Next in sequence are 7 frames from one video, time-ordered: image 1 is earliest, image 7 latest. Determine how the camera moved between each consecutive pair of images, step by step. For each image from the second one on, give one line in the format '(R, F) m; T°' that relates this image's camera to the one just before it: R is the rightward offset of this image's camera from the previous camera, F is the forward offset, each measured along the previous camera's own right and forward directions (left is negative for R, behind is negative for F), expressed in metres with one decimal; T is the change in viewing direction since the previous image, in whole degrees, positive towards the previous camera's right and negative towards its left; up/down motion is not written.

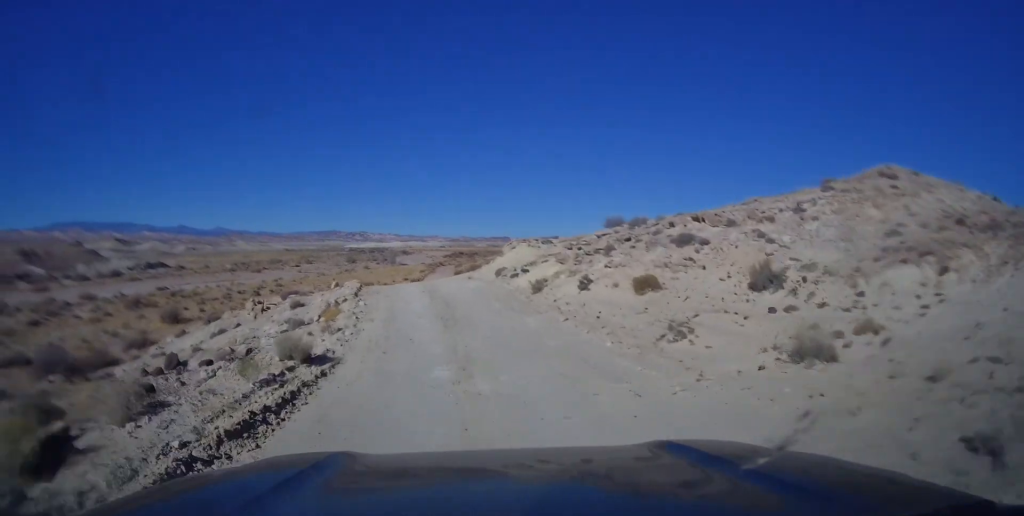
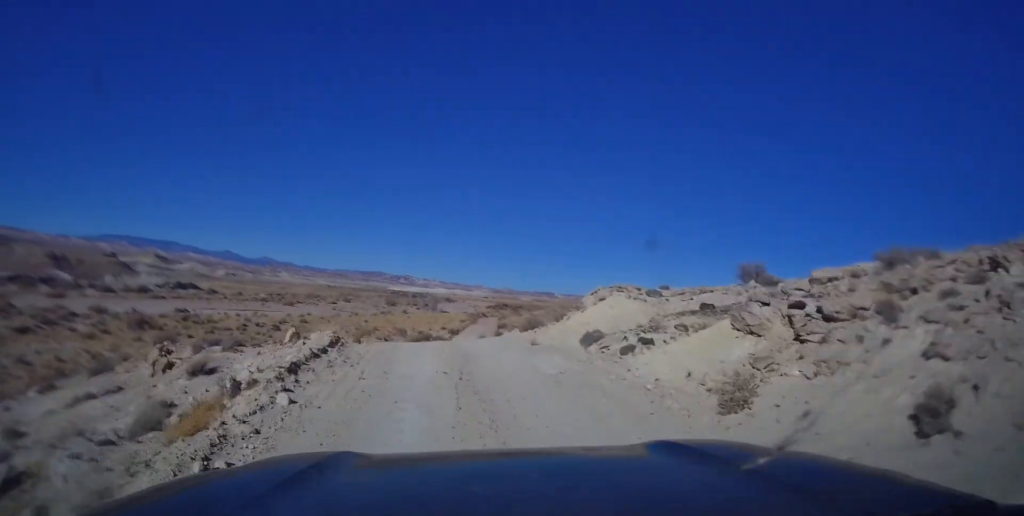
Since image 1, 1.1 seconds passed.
(-0.8, +10.3) m; -9°
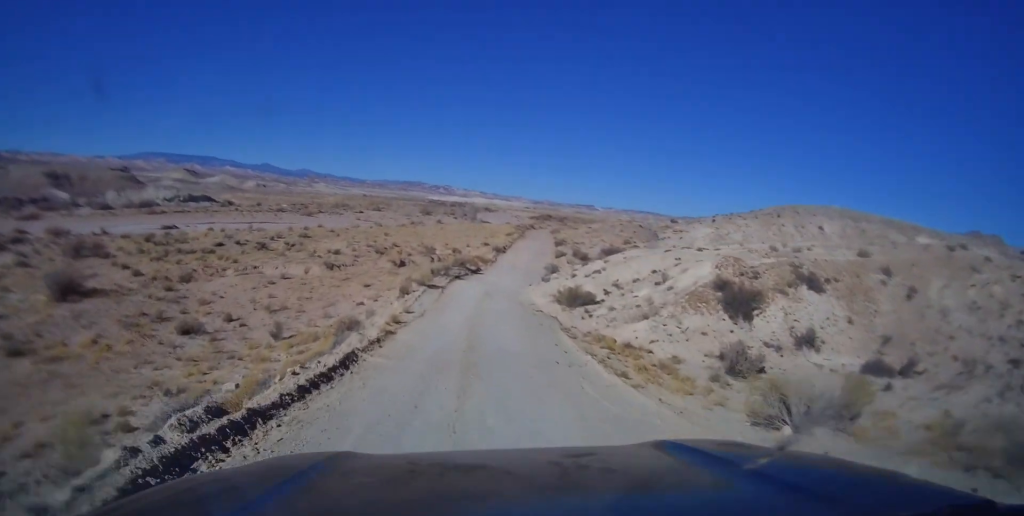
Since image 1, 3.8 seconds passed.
(-3.4, +25.0) m; -11°
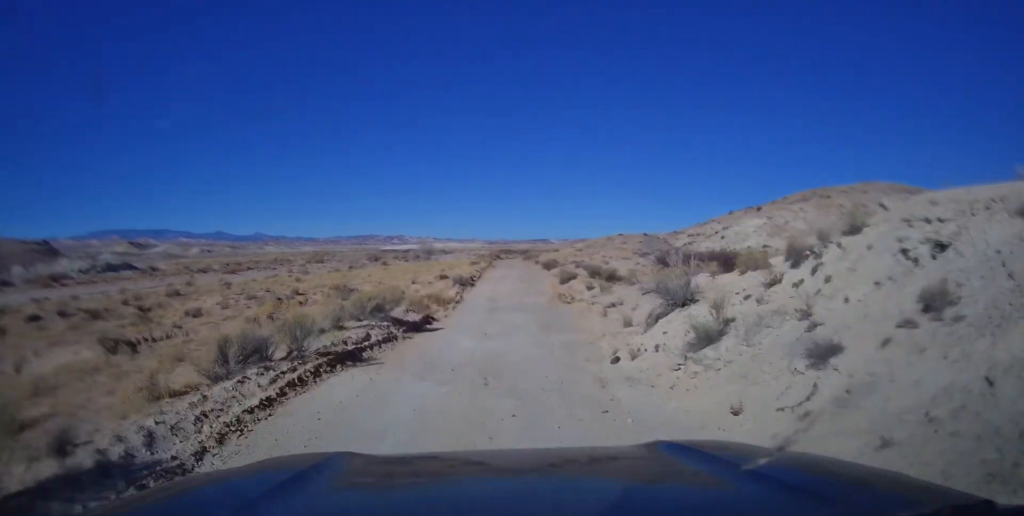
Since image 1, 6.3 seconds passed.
(-0.8, +25.2) m; -1°
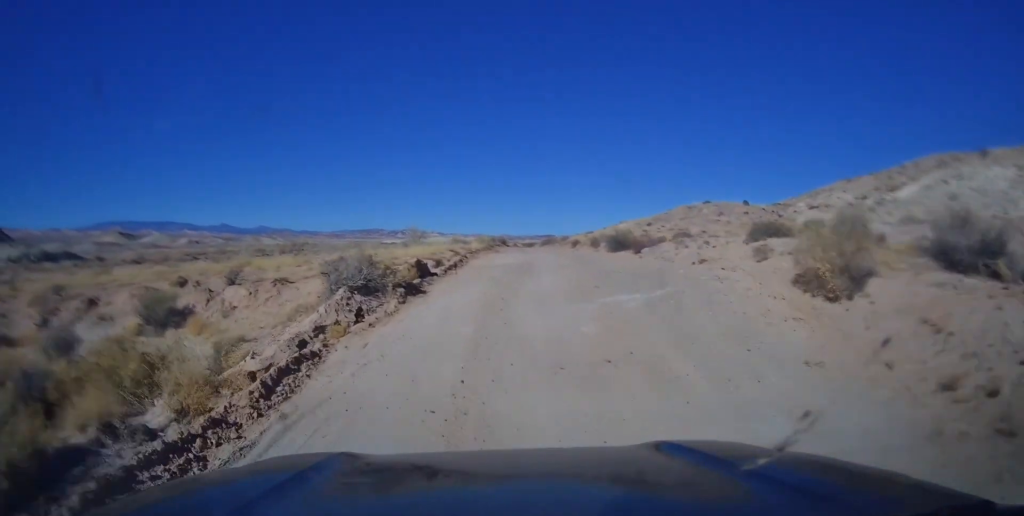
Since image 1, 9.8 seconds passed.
(+1.1, +35.5) m; +5°
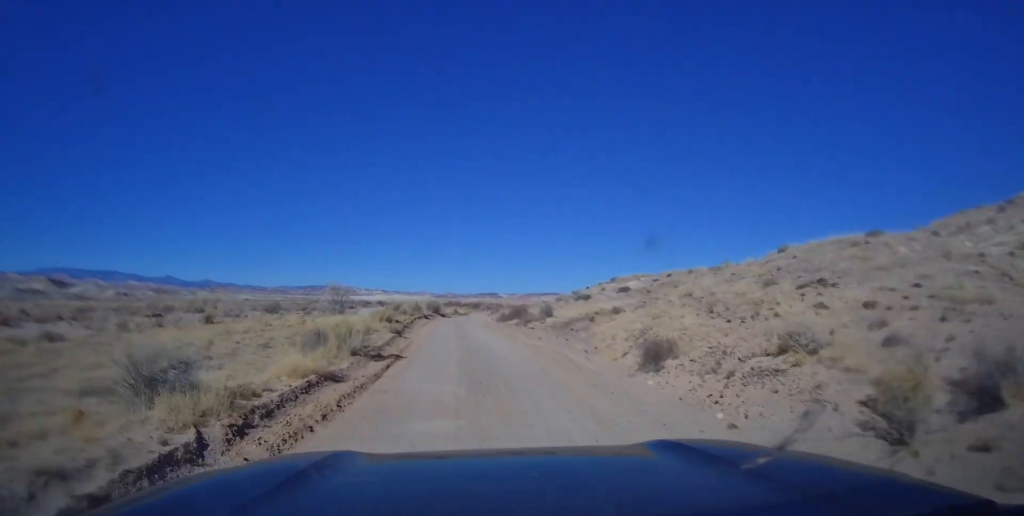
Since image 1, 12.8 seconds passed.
(+0.4, +33.3) m; 0°
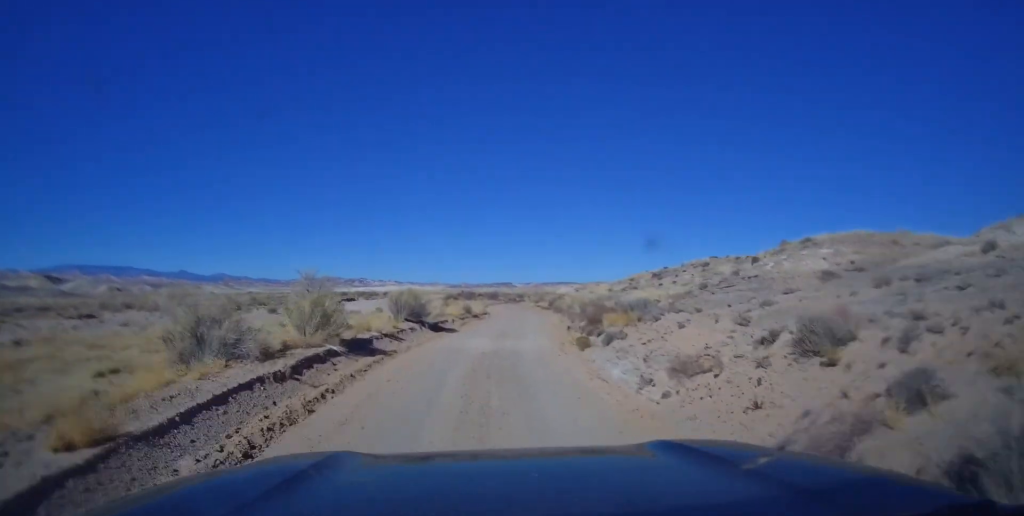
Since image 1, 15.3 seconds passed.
(+0.5, +32.5) m; +1°
